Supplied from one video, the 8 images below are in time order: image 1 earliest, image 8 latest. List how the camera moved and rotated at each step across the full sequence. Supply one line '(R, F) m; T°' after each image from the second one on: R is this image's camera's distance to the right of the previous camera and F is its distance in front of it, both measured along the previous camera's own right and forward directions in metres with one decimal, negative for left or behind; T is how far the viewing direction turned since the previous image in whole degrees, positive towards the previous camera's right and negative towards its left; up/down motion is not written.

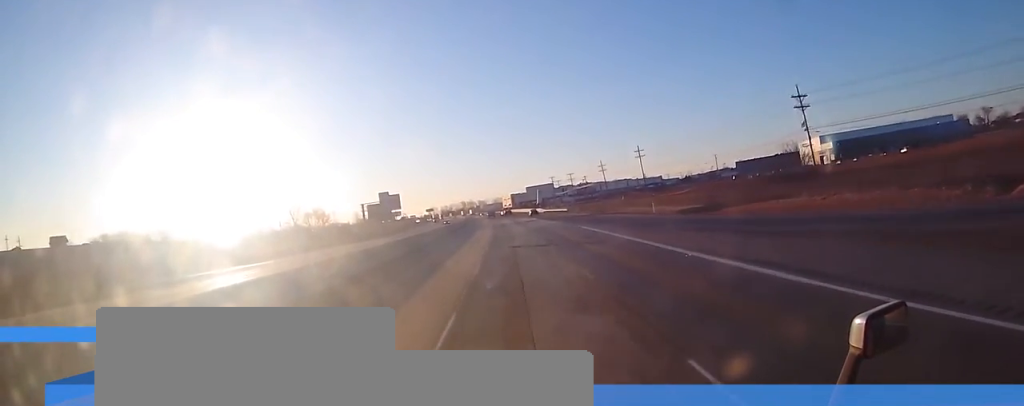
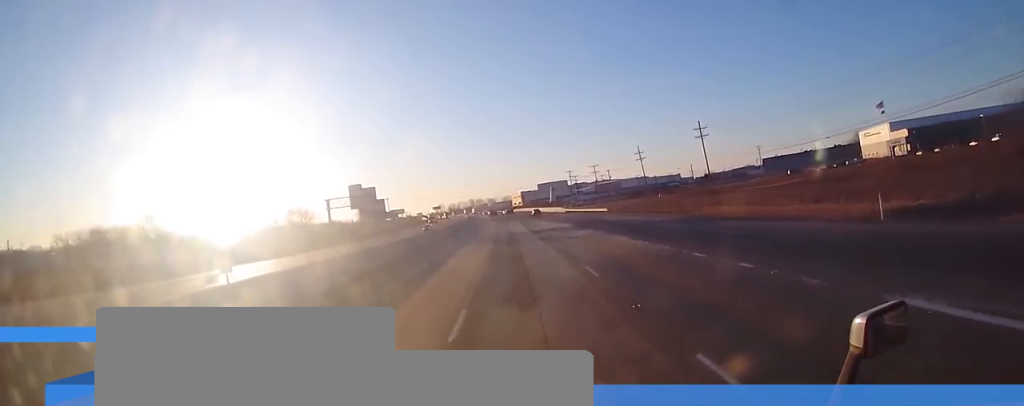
(-0.5, +35.3) m; -2°
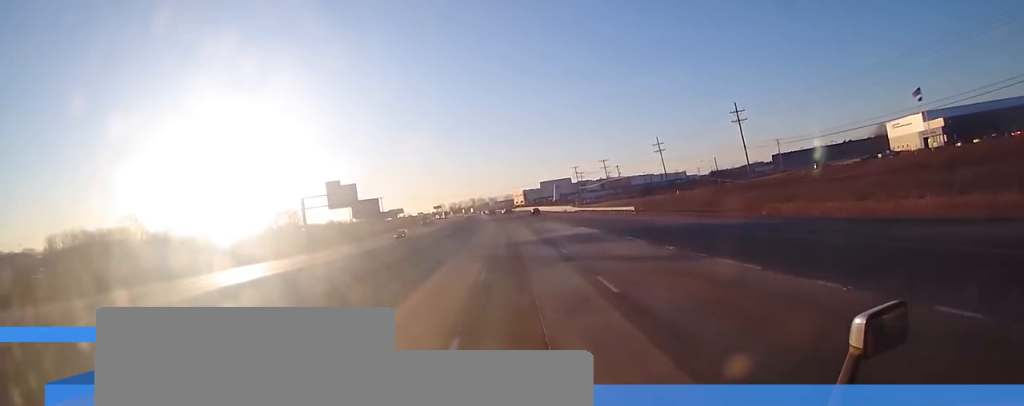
(-0.1, +15.1) m; 0°
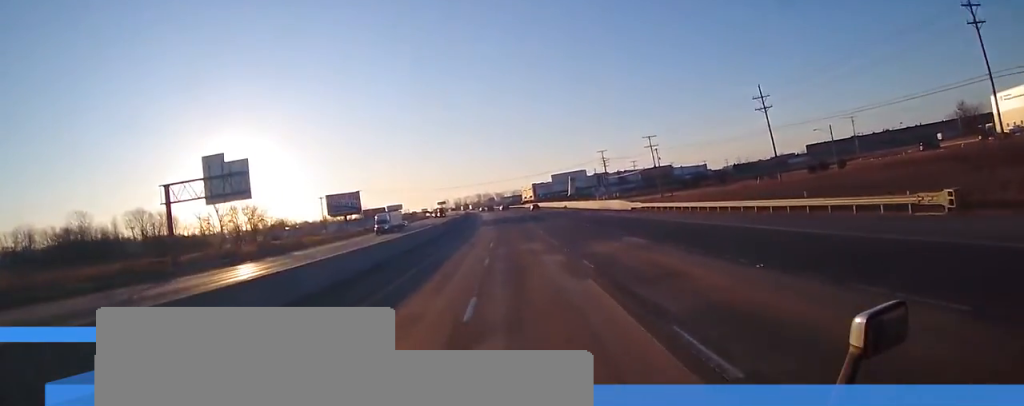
(-0.2, +43.7) m; 0°
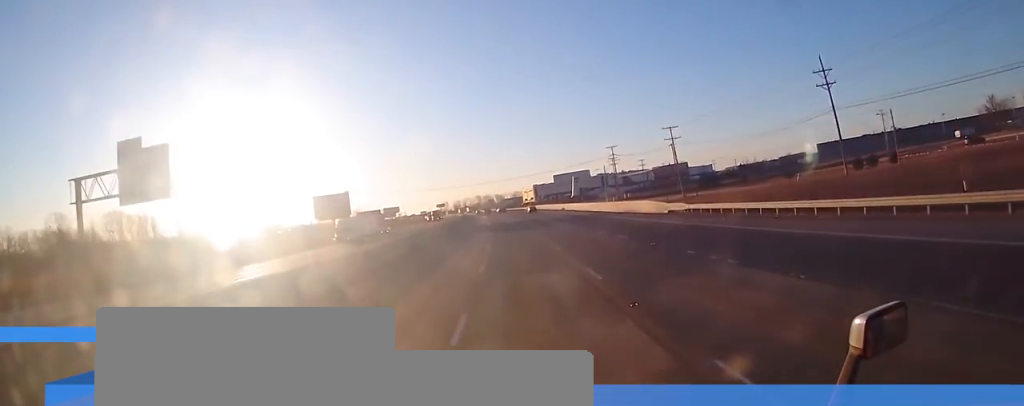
(0.0, +14.3) m; 0°
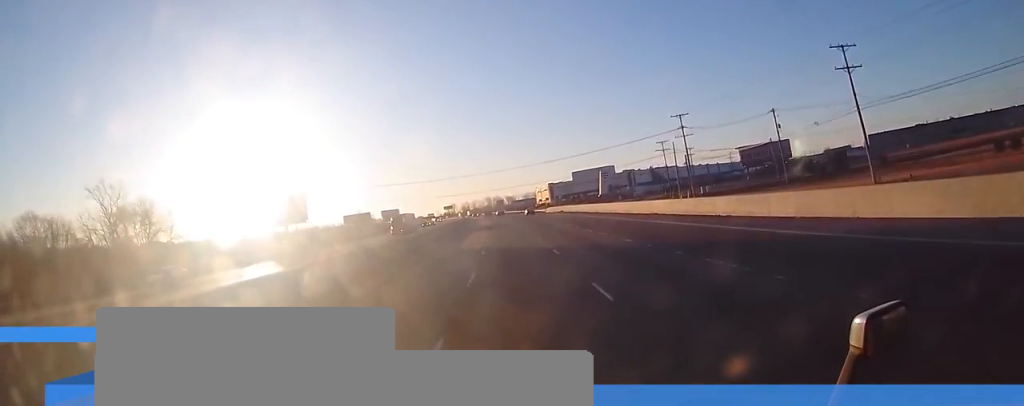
(-0.3, +51.6) m; -1°
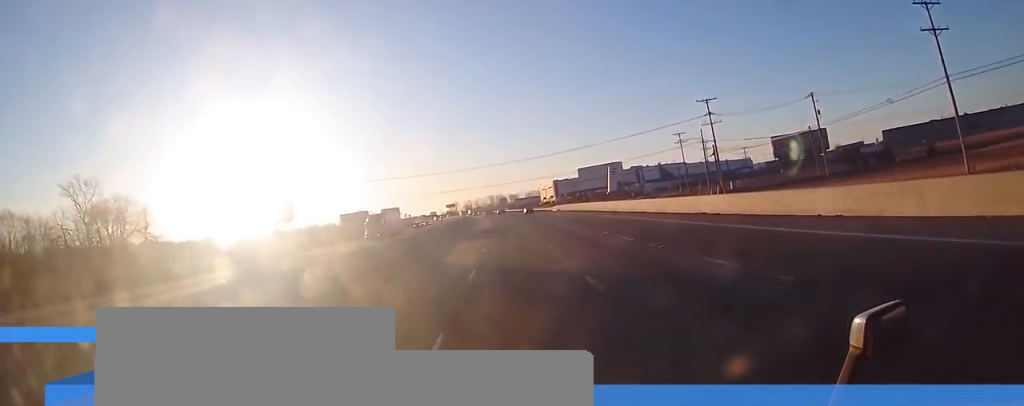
(-0.1, +12.0) m; 0°
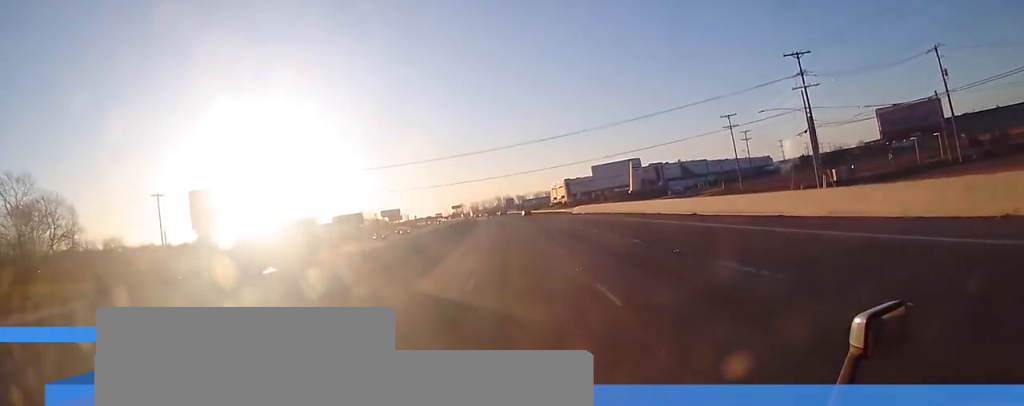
(0.0, +26.0) m; -1°
